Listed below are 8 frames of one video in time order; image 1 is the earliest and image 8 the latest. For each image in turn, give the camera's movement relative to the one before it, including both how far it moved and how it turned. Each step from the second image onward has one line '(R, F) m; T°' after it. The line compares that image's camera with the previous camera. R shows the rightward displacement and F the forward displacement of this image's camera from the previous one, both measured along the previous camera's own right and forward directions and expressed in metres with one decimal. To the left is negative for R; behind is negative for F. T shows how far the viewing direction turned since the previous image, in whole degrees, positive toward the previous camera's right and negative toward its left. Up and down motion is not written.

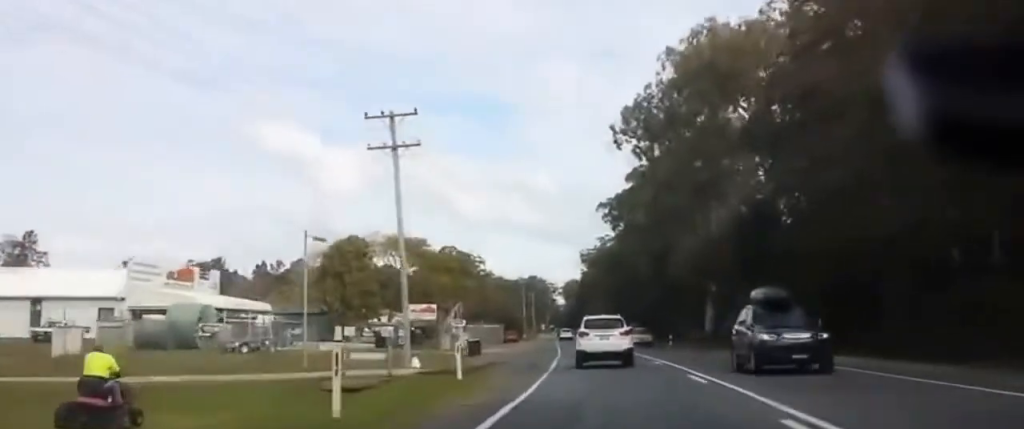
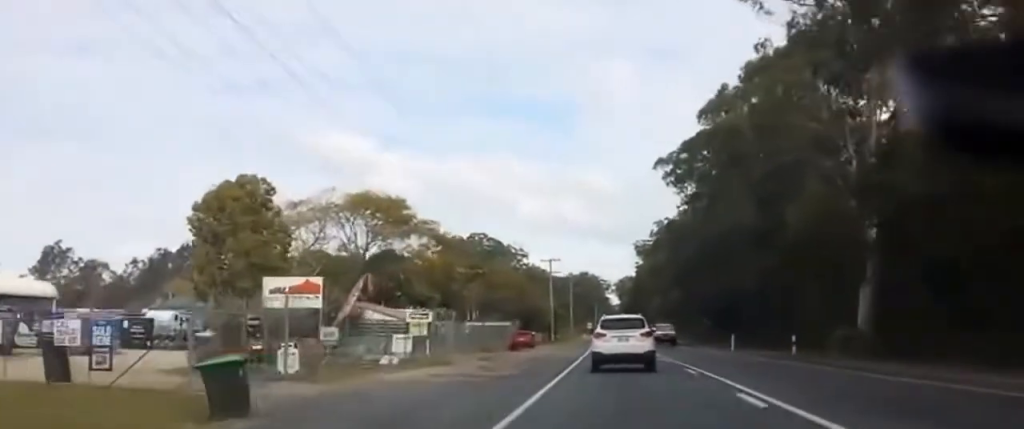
(-0.6, +42.4) m; -1°
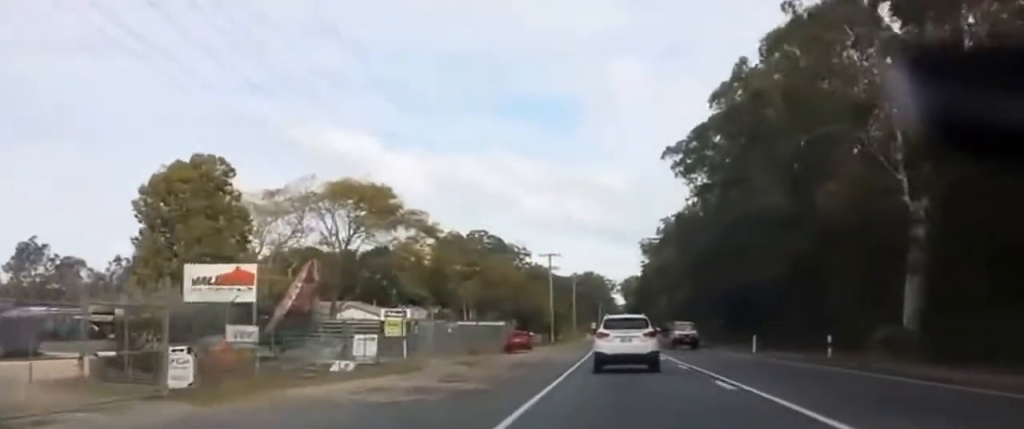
(+0.1, +7.6) m; -1°
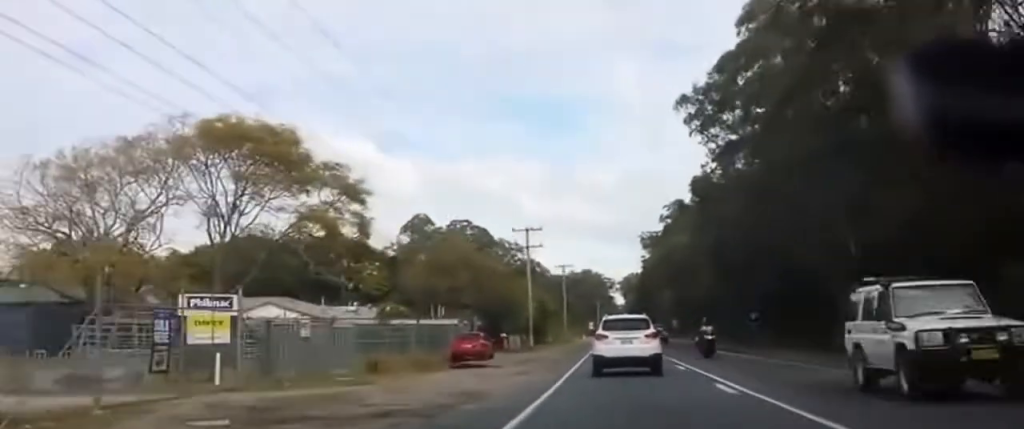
(-0.8, +24.5) m; -3°
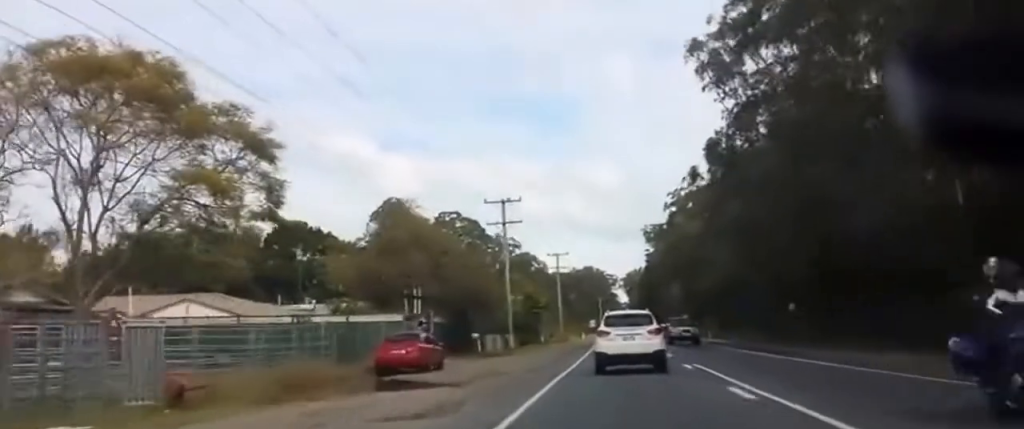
(-0.2, +15.8) m; 0°
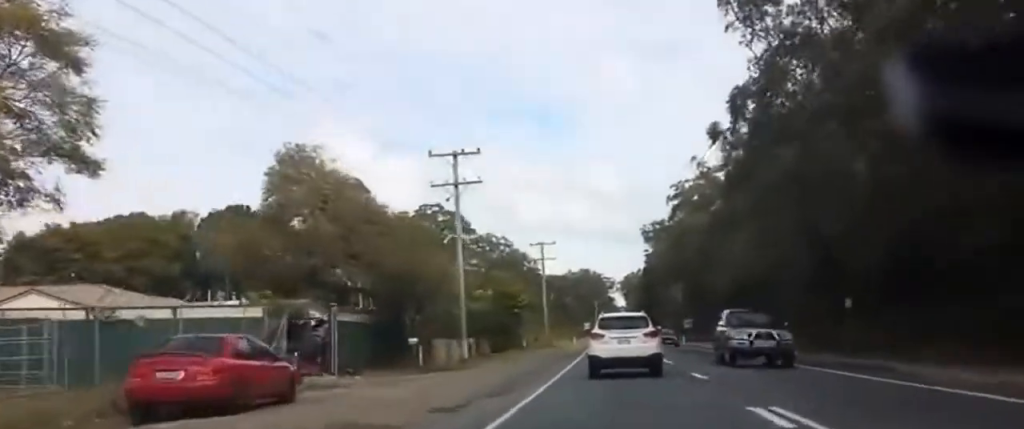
(+0.1, +16.4) m; 0°
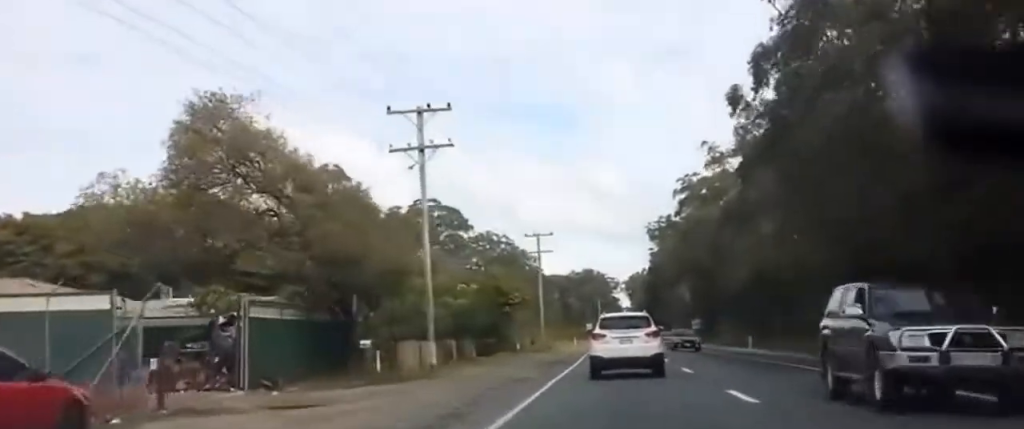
(-0.1, +8.2) m; 0°
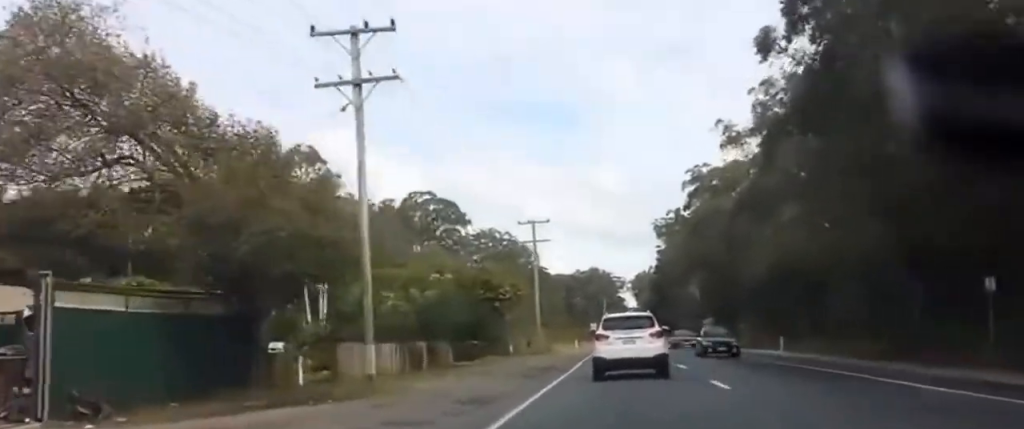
(0.0, +8.8) m; -1°
